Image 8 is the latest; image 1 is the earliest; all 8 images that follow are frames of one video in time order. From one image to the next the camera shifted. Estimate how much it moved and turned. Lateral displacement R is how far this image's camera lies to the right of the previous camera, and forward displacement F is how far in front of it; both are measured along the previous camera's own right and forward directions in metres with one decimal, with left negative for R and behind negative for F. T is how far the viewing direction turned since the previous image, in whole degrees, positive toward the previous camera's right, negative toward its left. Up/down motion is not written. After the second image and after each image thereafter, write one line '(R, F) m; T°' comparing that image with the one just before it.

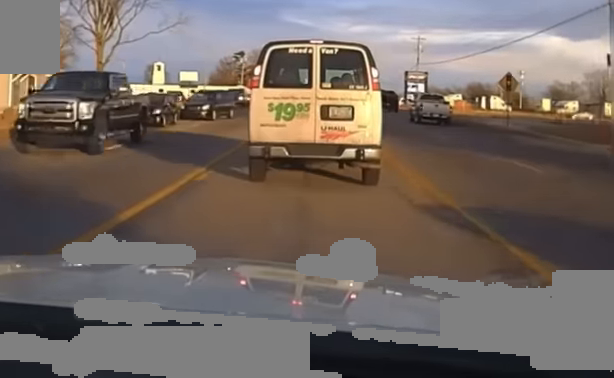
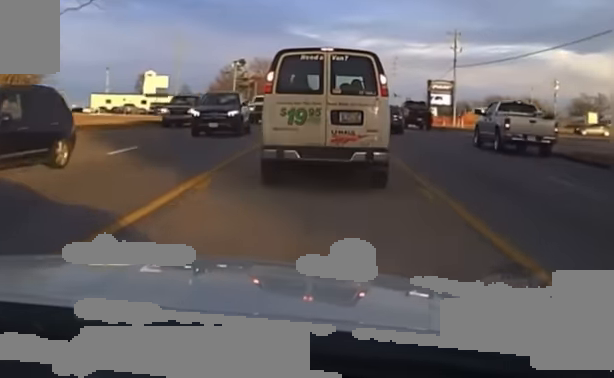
(+0.4, +24.4) m; +1°
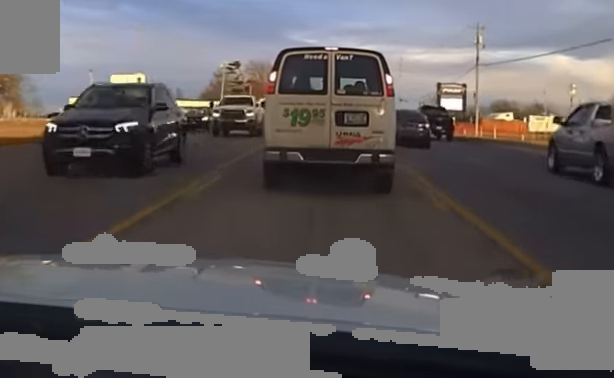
(0.0, +13.5) m; 0°
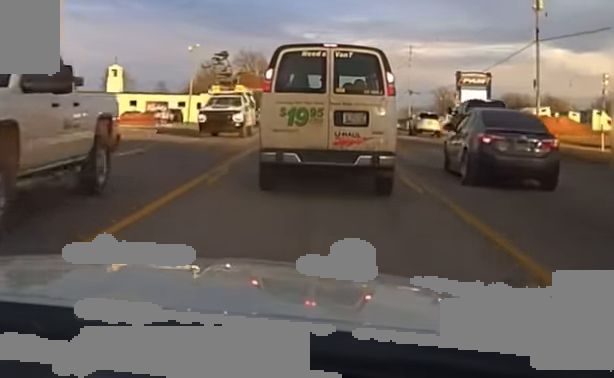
(0.0, +22.9) m; 0°
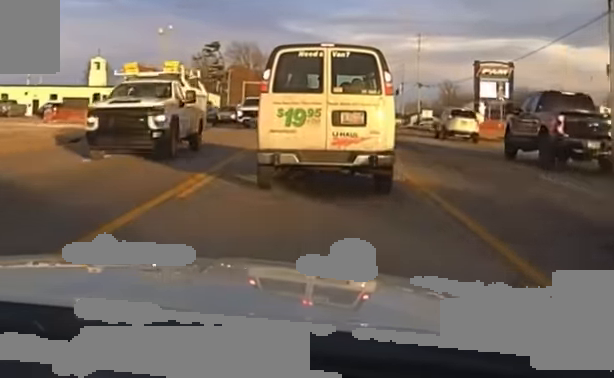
(+0.1, +14.5) m; -1°
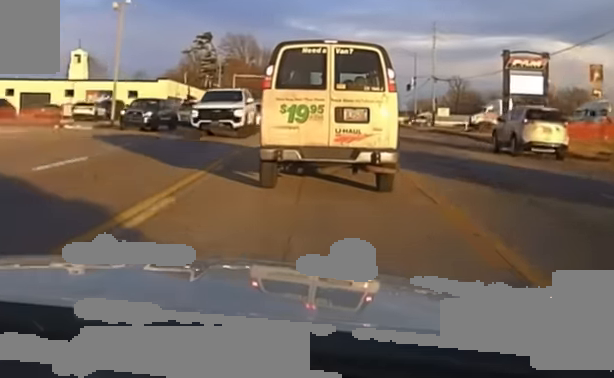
(-0.1, +15.7) m; -1°
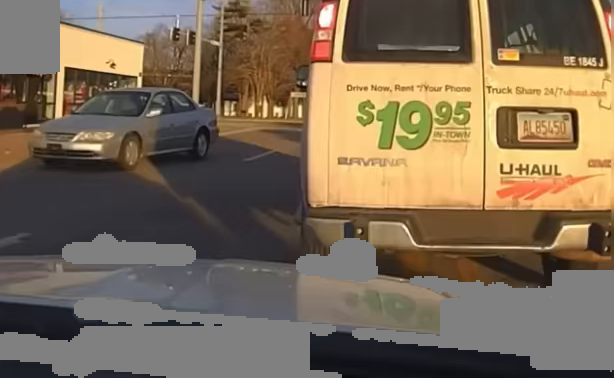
(-1.3, +76.5) m; -5°
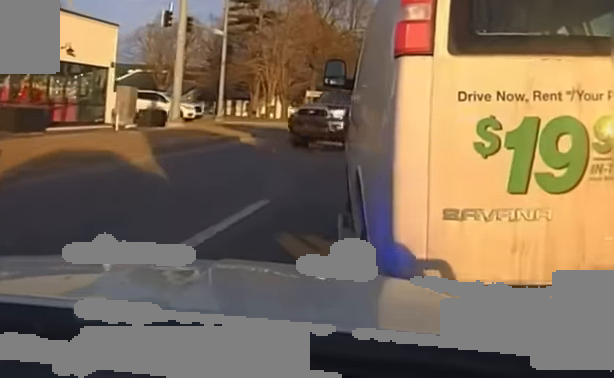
(-0.7, +11.3) m; -2°
